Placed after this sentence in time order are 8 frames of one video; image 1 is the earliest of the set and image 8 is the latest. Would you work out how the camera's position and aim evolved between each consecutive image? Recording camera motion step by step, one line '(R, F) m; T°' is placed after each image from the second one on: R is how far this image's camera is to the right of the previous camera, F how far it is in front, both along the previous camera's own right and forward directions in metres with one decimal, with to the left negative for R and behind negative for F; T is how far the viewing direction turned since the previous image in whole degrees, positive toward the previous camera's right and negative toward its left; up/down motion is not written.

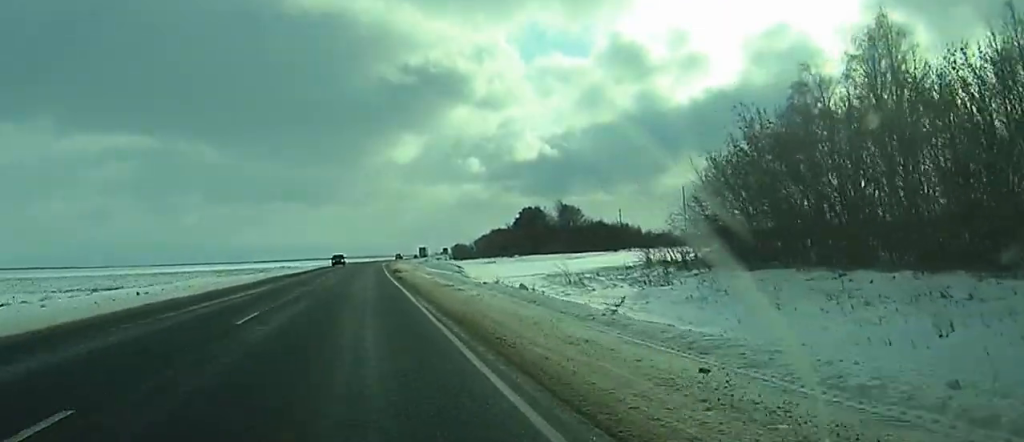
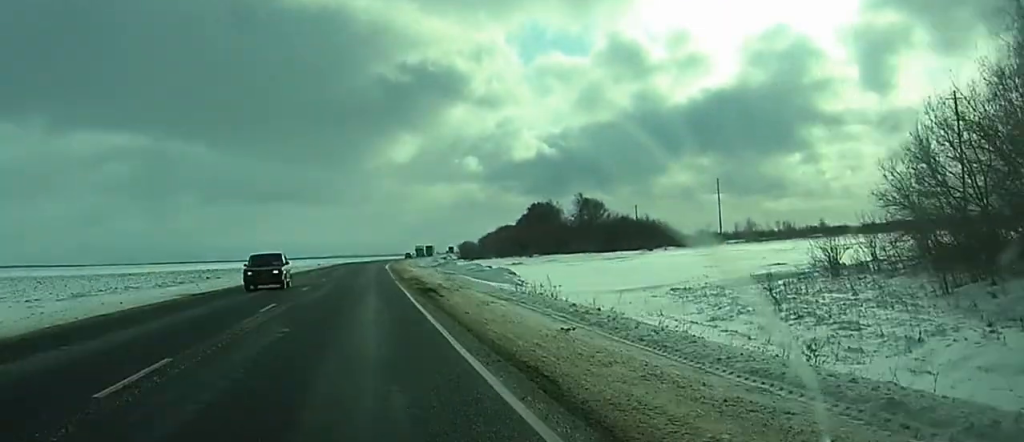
(-0.5, +33.0) m; -2°
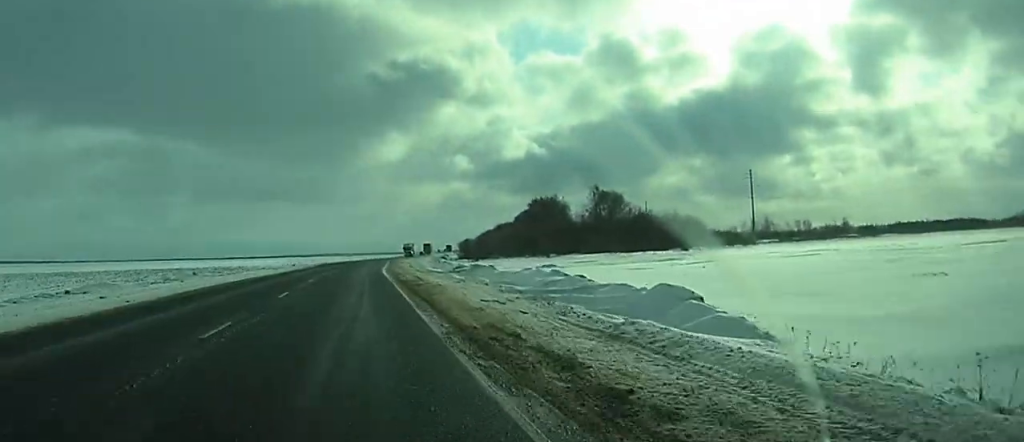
(-0.3, +31.3) m; +1°
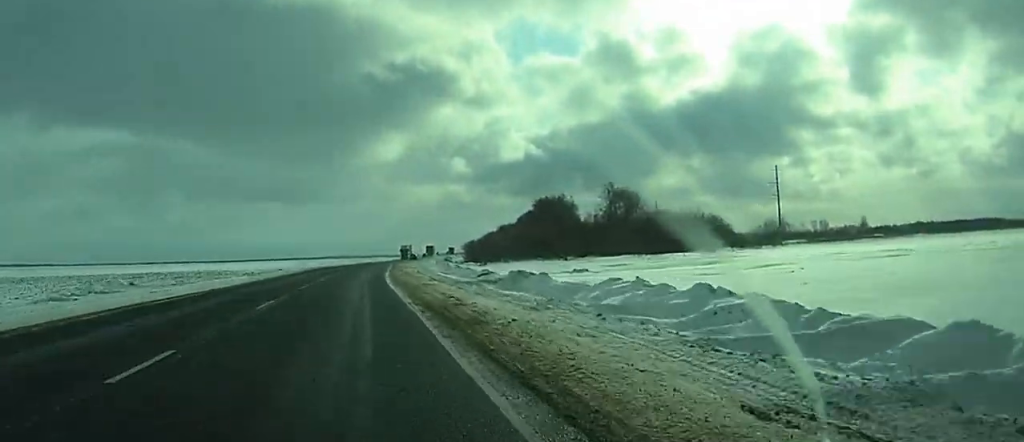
(+0.4, +17.4) m; +2°
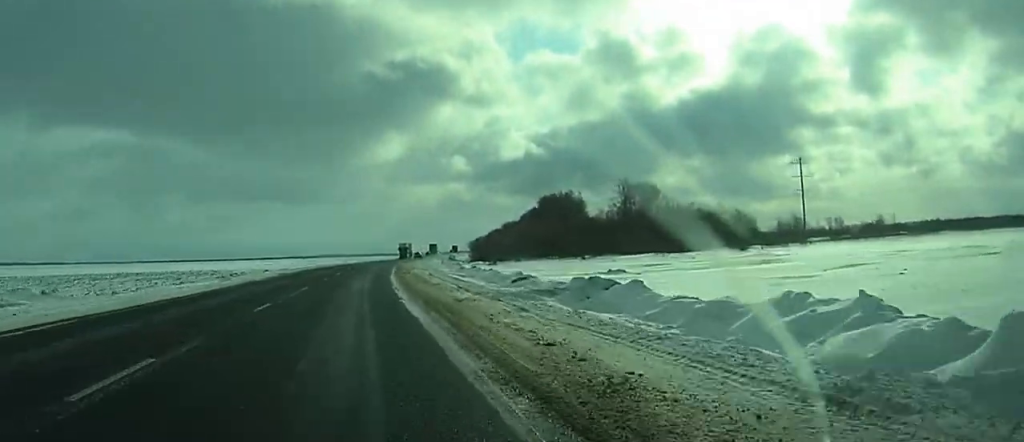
(0.0, +13.8) m; +2°
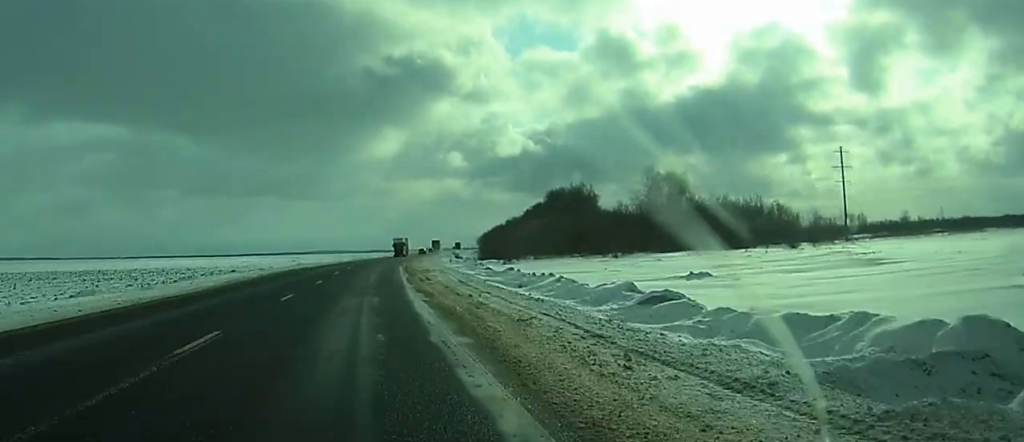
(+0.6, +21.5) m; -1°
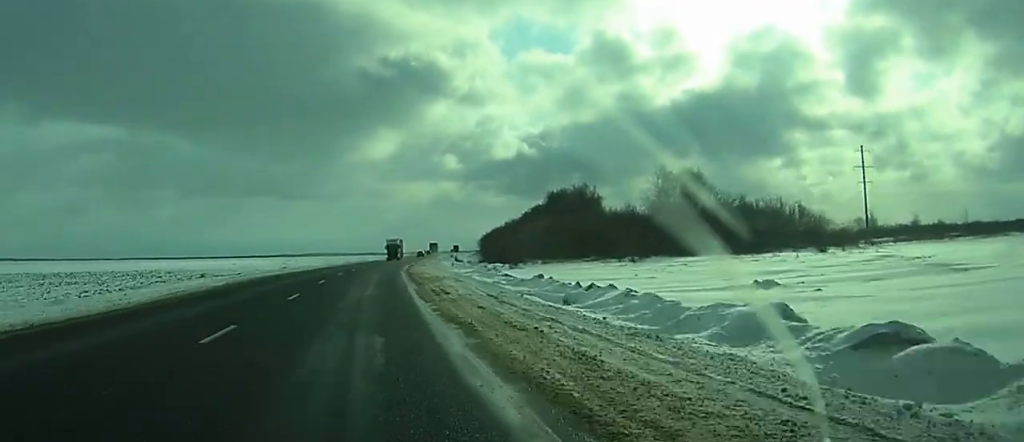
(0.0, +11.2) m; 0°
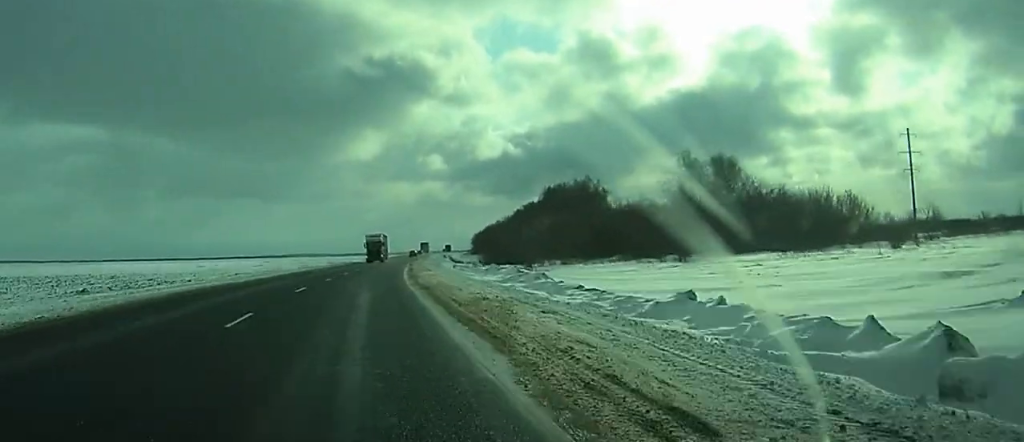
(-0.9, +23.2) m; -1°
